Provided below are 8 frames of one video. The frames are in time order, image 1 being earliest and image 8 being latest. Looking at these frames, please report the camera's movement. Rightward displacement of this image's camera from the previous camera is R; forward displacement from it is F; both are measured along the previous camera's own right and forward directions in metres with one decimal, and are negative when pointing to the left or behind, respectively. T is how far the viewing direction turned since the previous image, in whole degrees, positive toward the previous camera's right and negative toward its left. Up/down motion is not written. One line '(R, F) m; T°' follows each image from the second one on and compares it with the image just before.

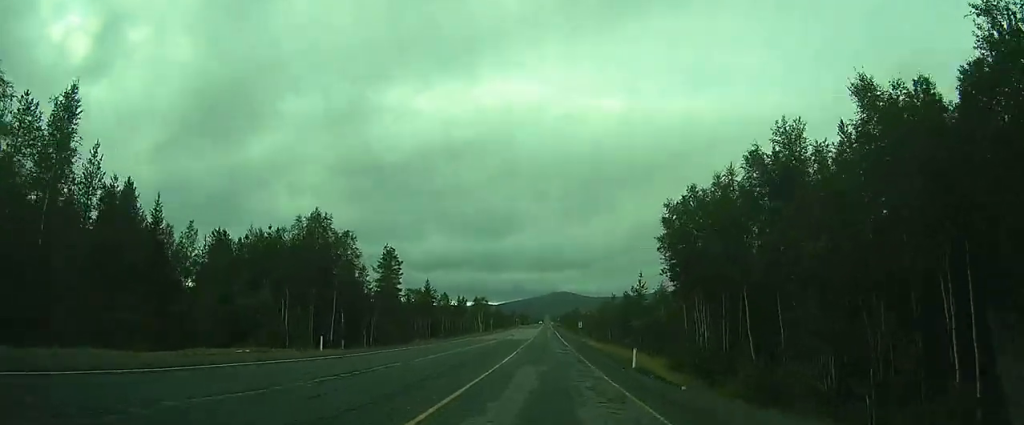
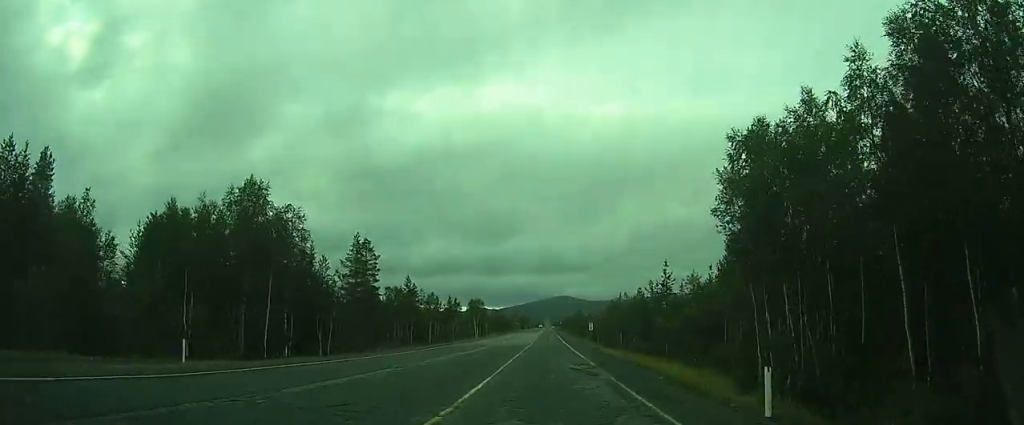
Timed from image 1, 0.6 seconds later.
(0.0, +13.2) m; 0°
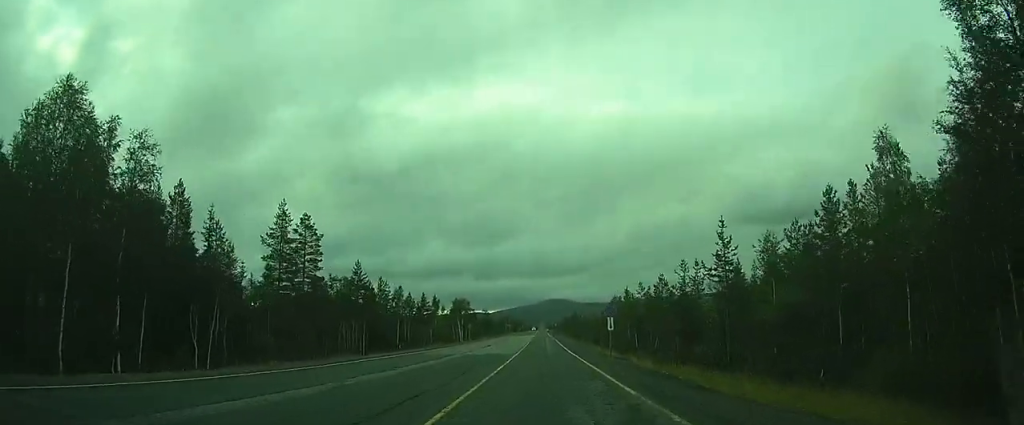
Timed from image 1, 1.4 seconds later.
(-0.1, +18.7) m; 0°
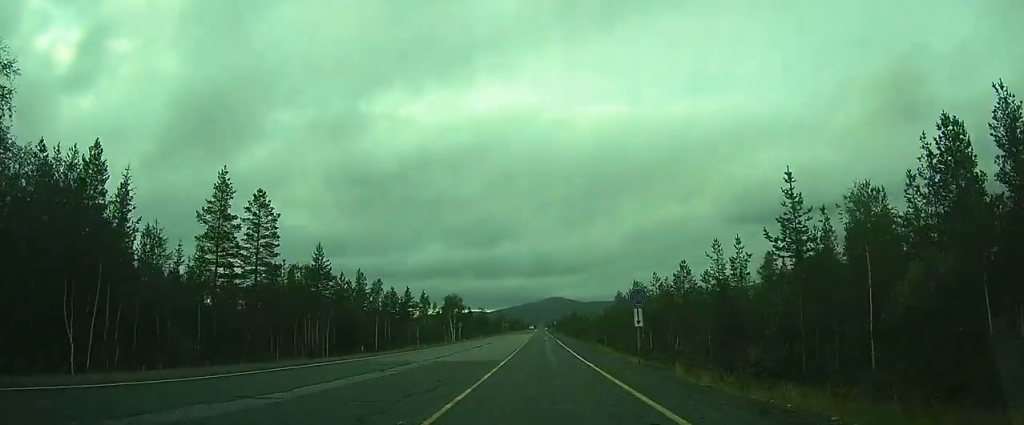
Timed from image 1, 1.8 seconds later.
(0.0, +10.1) m; 0°
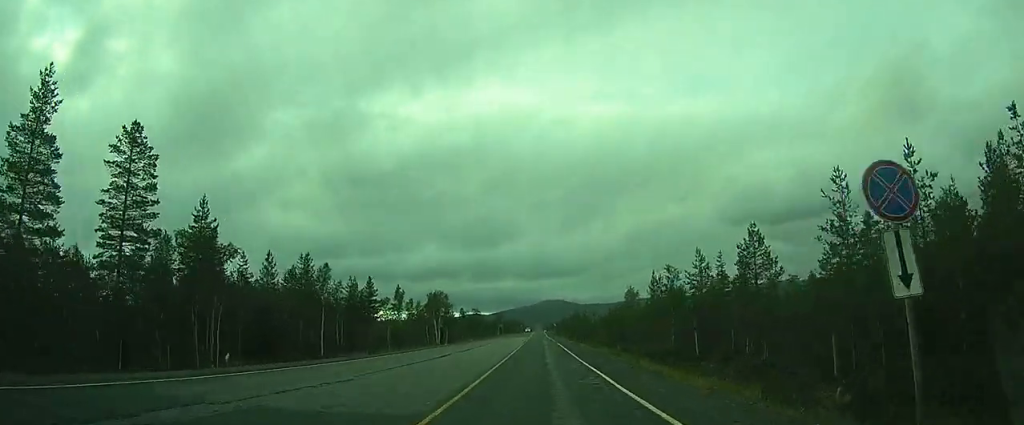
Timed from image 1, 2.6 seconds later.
(+0.1, +17.9) m; +1°
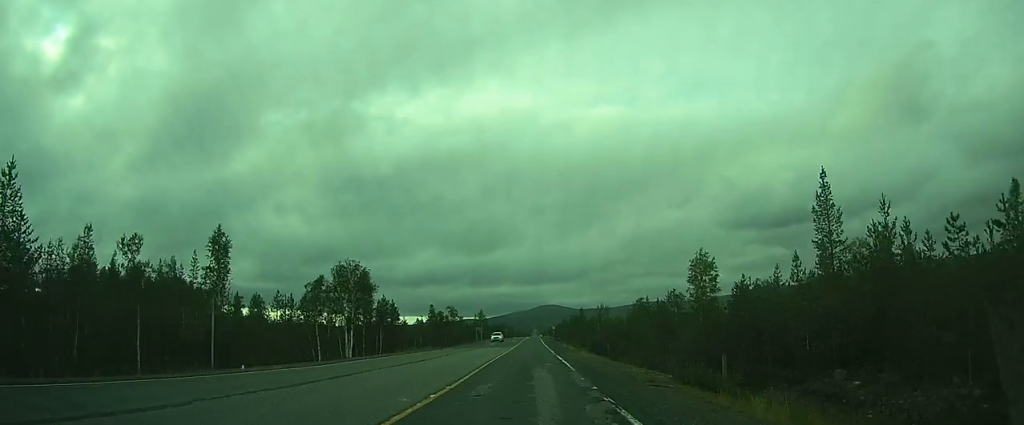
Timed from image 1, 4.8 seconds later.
(+0.5, +51.3) m; 0°
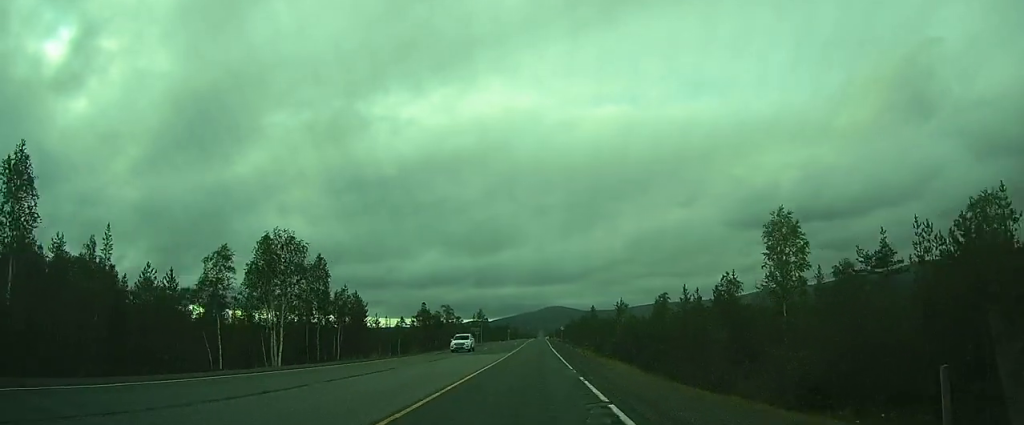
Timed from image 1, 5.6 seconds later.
(0.0, +19.5) m; 0°
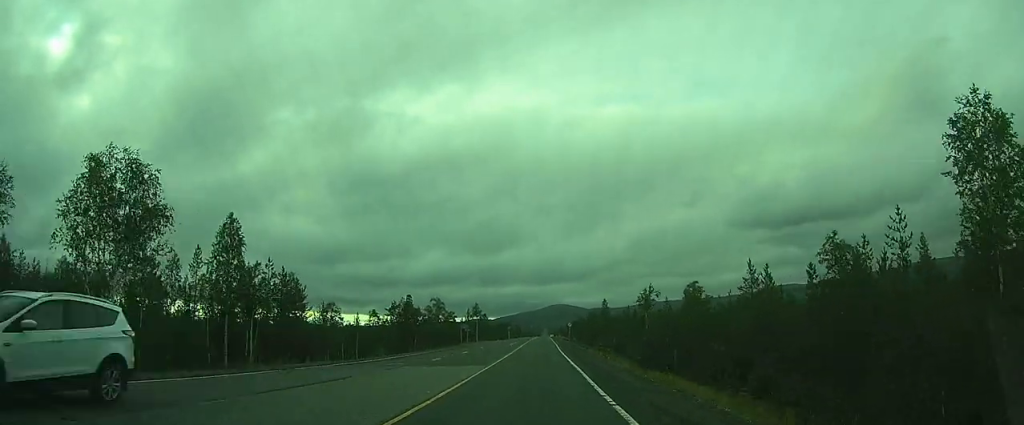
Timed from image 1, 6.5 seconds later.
(-0.1, +20.3) m; -1°
